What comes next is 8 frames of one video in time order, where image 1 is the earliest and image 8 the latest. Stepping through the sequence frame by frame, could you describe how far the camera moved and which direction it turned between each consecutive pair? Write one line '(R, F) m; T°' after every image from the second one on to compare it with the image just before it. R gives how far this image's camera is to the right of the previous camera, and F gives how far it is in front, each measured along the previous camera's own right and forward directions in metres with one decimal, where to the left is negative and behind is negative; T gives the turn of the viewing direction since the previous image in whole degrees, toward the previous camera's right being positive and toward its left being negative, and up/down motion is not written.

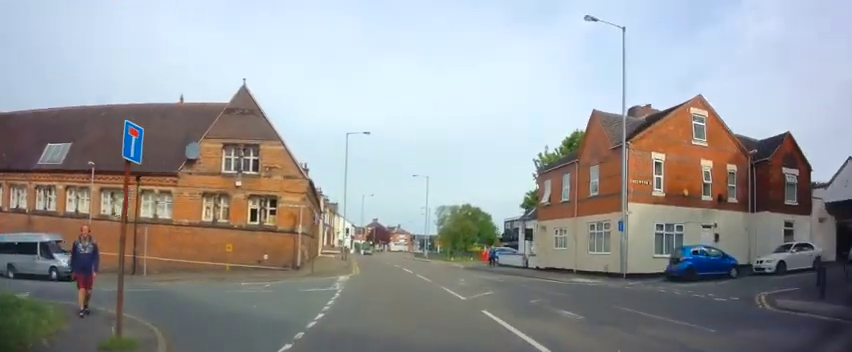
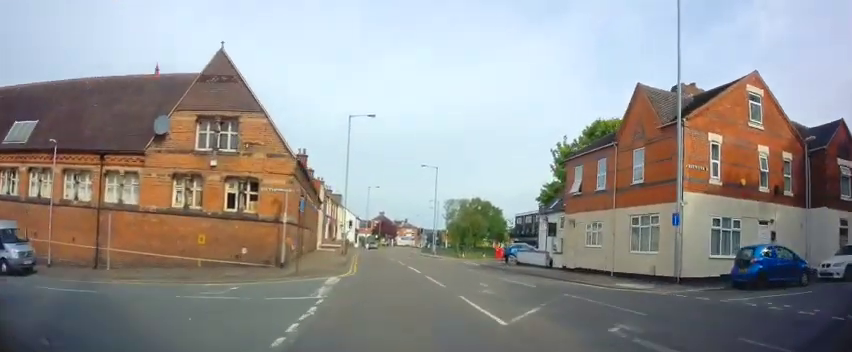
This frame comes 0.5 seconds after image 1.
(-0.1, +4.0) m; -2°
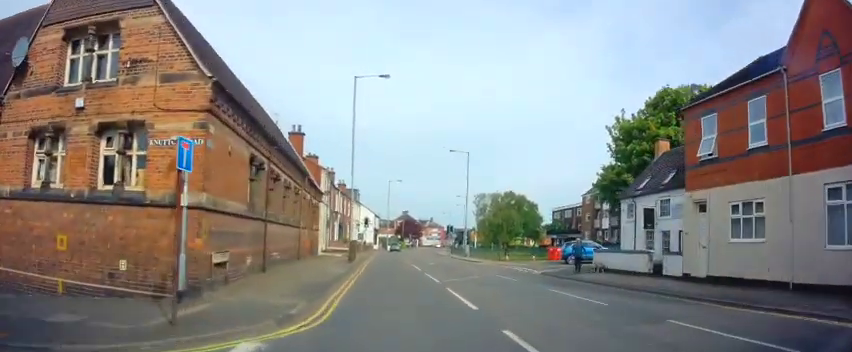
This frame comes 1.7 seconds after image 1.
(-0.1, +10.2) m; 0°
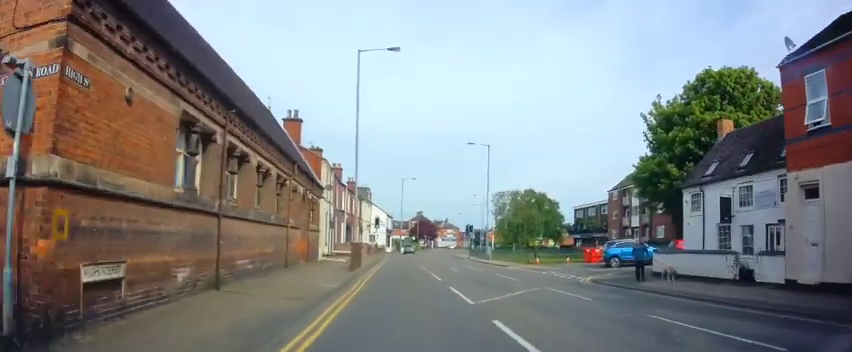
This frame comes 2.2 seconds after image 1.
(+0.1, +5.0) m; -2°
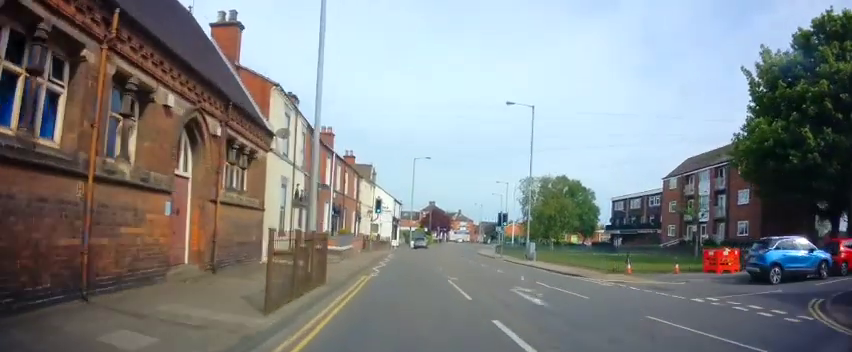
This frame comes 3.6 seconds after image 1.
(-0.8, +13.2) m; -3°
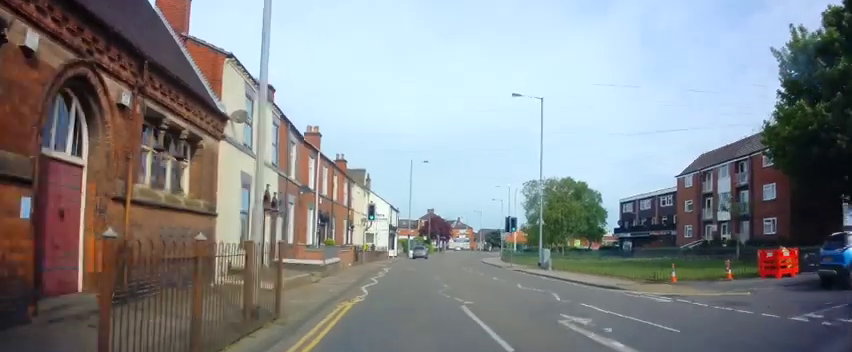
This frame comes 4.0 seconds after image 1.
(+0.2, +4.0) m; +1°
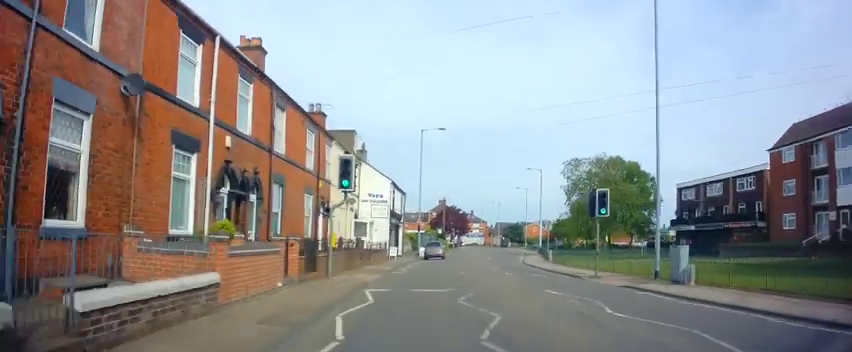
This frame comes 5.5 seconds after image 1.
(+0.2, +15.0) m; -1°
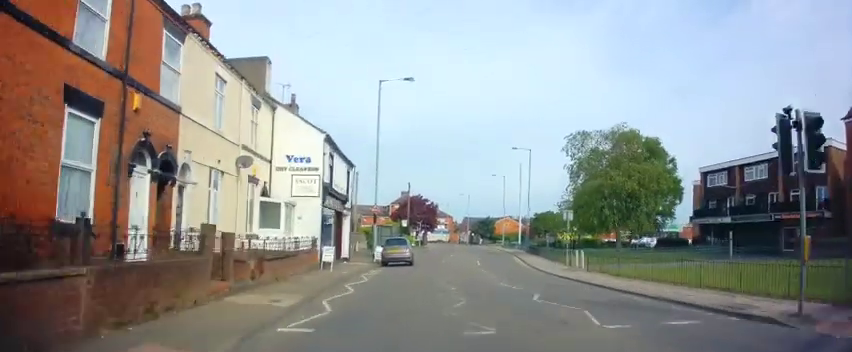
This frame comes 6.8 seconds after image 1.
(+0.1, +13.5) m; +3°
